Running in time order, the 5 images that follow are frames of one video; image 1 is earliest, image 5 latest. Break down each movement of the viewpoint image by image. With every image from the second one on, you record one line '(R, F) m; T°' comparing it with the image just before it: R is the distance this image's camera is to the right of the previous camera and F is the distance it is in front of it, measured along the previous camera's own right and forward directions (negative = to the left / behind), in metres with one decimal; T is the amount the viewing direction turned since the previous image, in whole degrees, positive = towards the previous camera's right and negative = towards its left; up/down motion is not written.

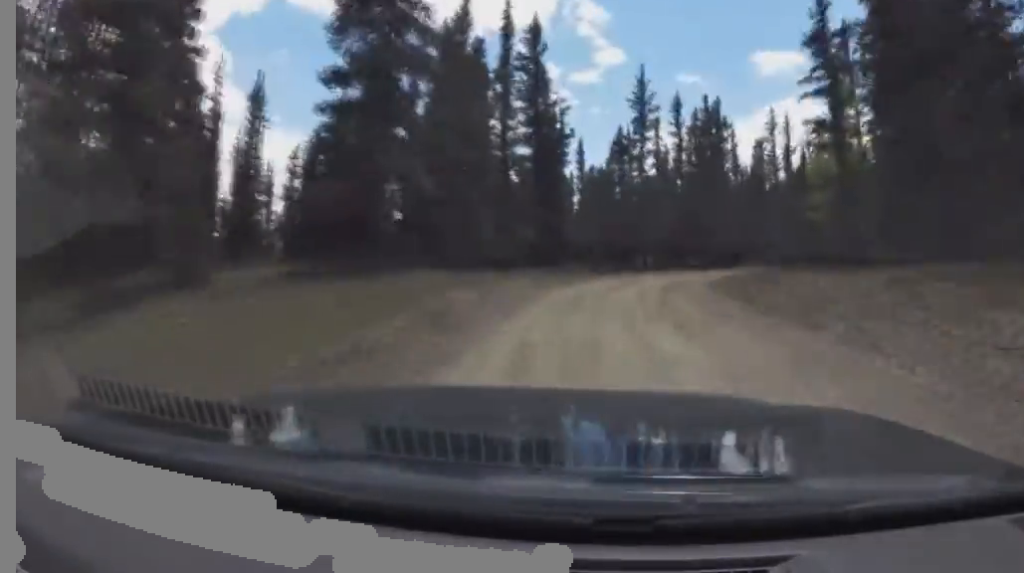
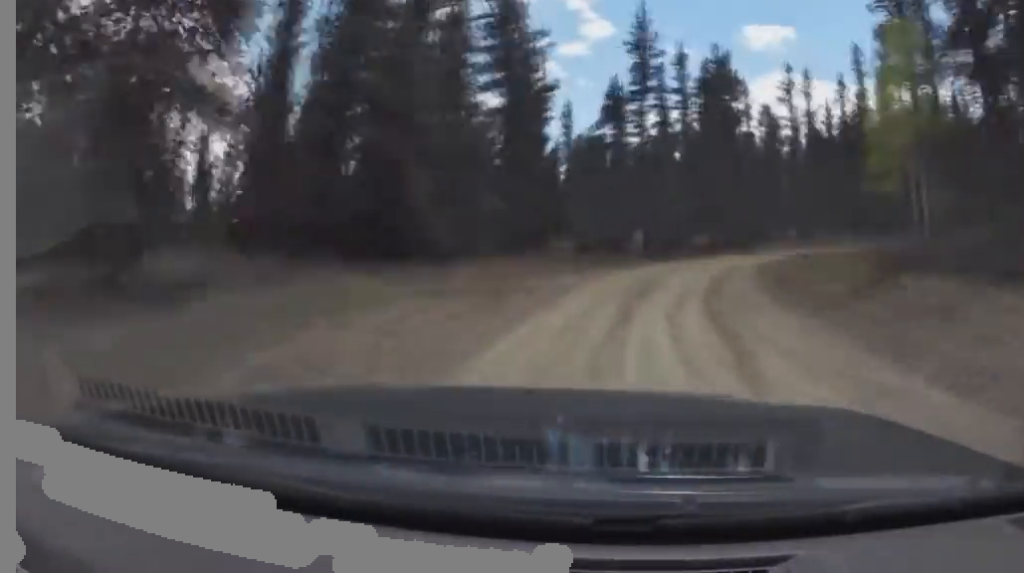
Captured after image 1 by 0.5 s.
(-0.8, +15.8) m; +4°
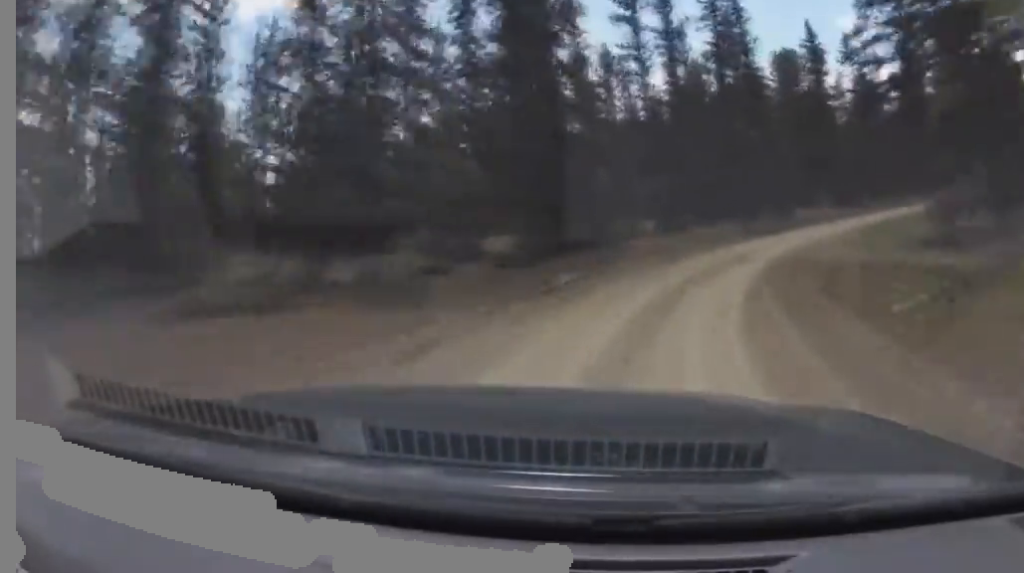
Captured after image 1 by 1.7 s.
(+5.9, +28.4) m; +33°
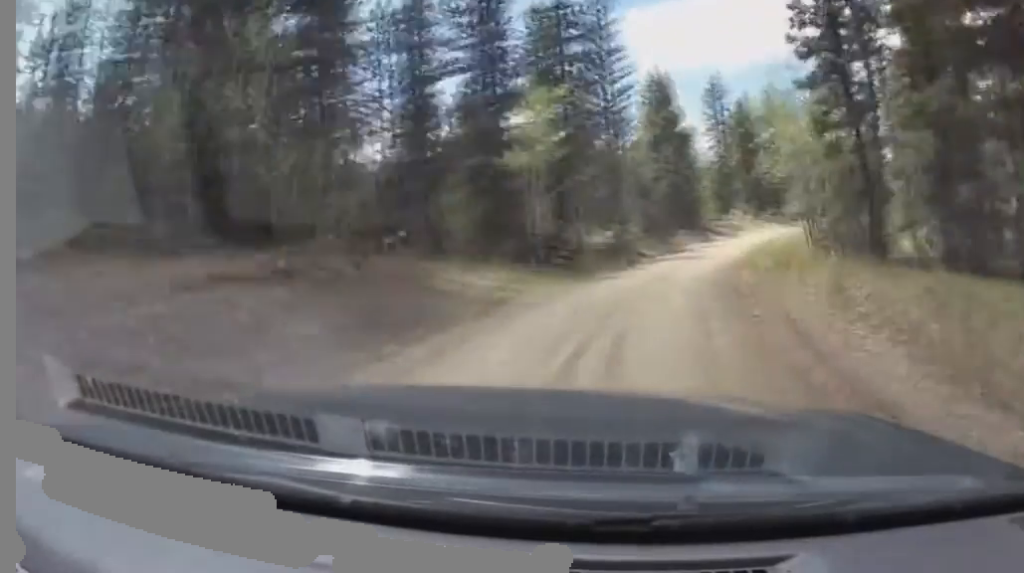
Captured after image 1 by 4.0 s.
(+23.9, +41.8) m; +44°
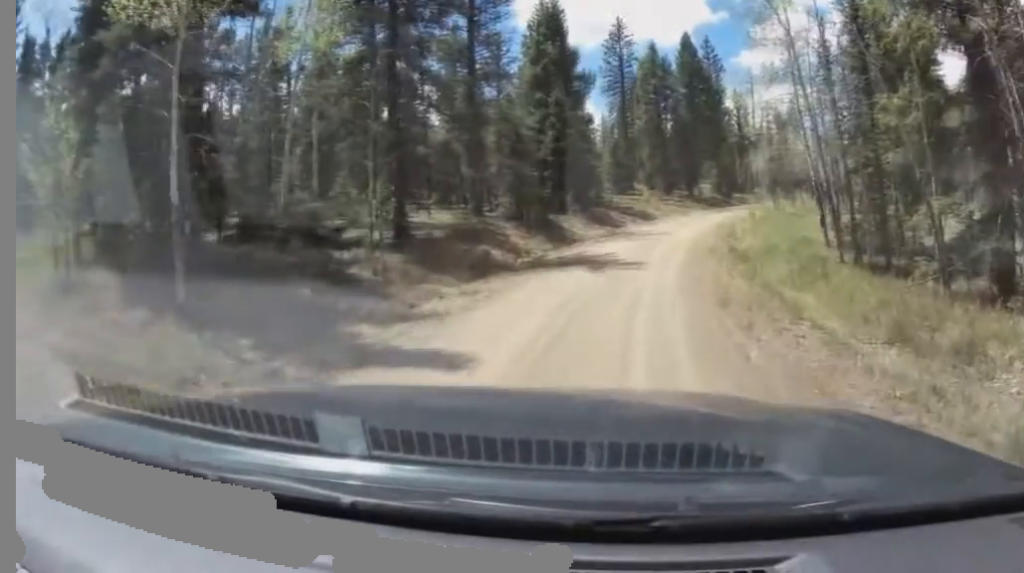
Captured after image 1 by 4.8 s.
(+0.1, +7.9) m; +7°
